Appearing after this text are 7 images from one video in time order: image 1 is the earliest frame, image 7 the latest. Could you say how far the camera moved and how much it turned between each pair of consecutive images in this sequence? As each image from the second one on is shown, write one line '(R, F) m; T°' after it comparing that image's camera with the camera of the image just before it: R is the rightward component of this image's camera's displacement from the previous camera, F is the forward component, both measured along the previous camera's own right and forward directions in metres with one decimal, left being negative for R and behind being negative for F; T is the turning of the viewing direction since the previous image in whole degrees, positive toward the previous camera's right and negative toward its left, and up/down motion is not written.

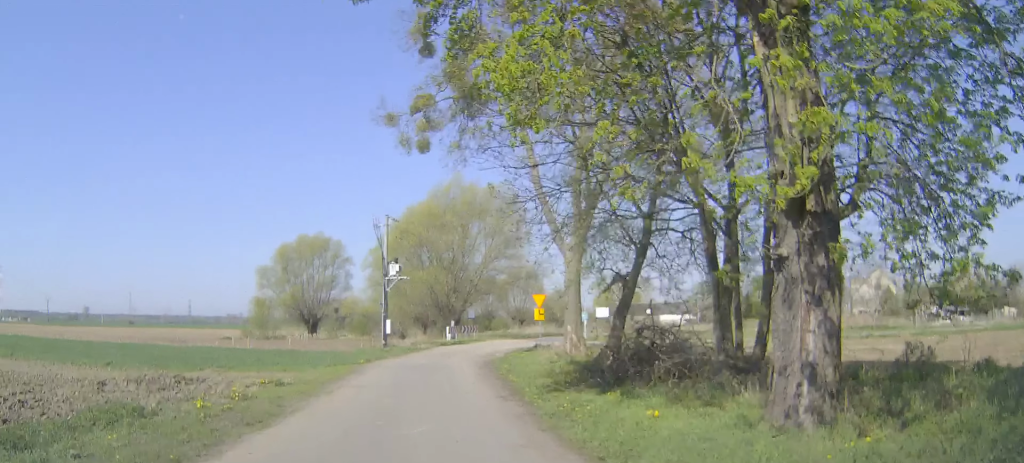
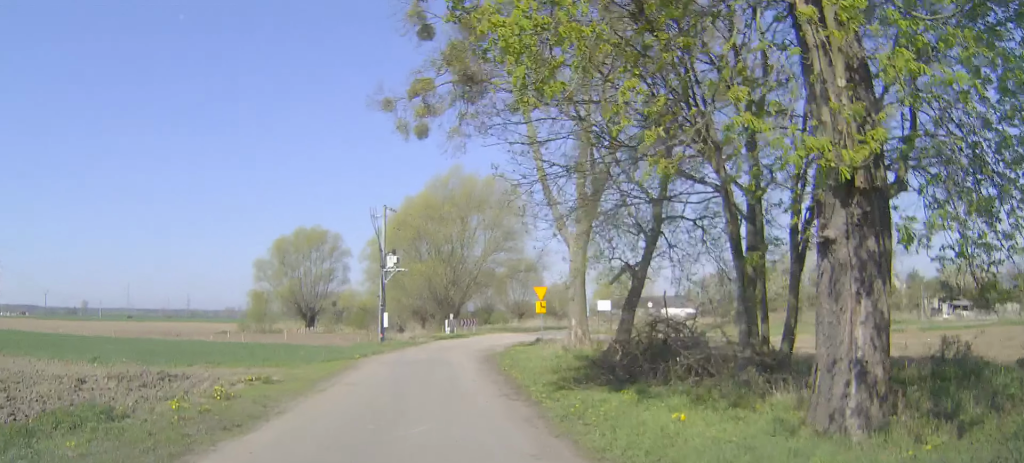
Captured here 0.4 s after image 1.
(0.0, +1.2) m; 0°
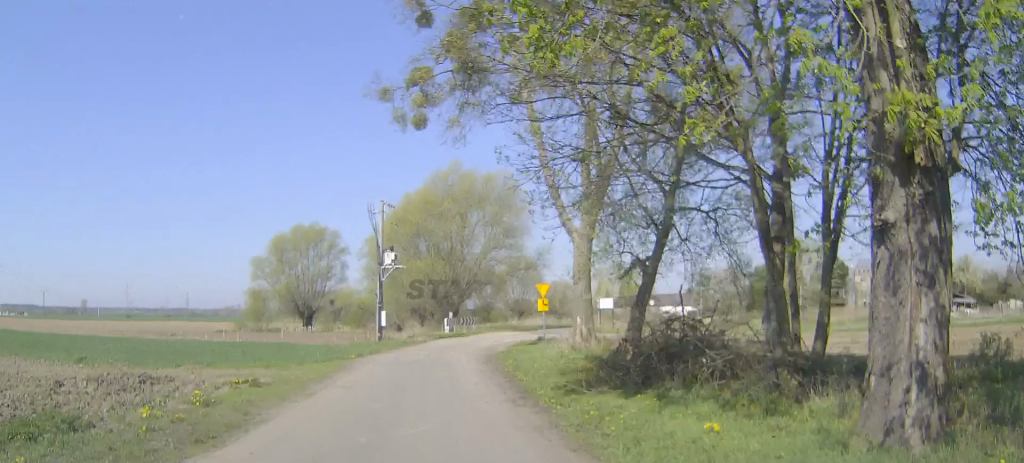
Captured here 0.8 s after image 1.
(0.0, +1.2) m; 0°
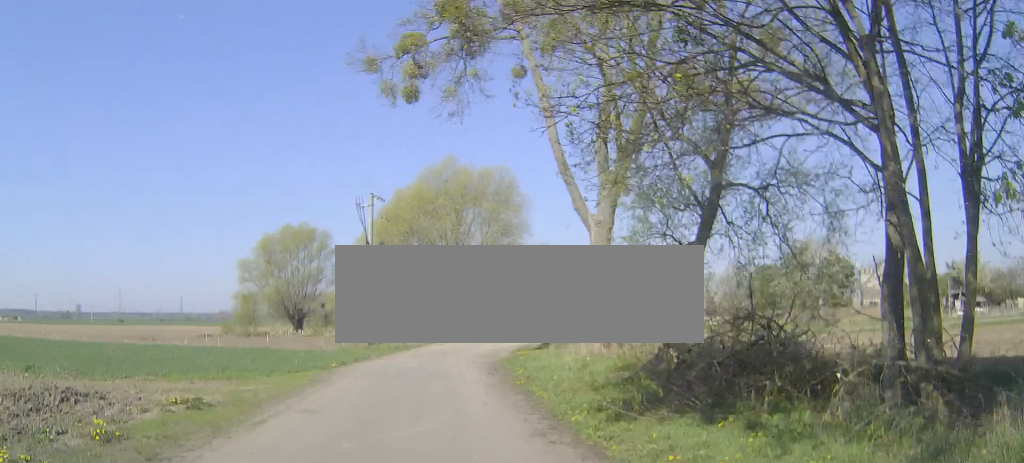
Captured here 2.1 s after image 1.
(+0.1, +3.7) m; +3°
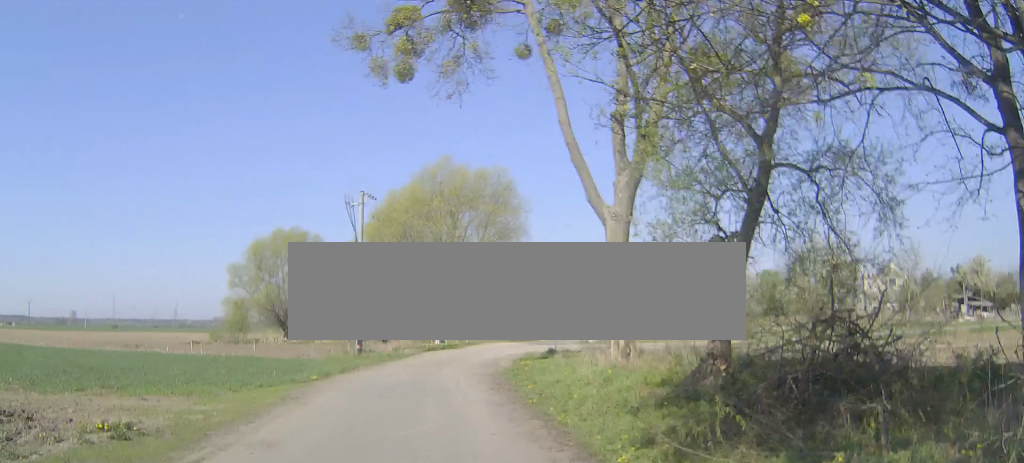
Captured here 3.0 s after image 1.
(+0.1, +2.7) m; +1°
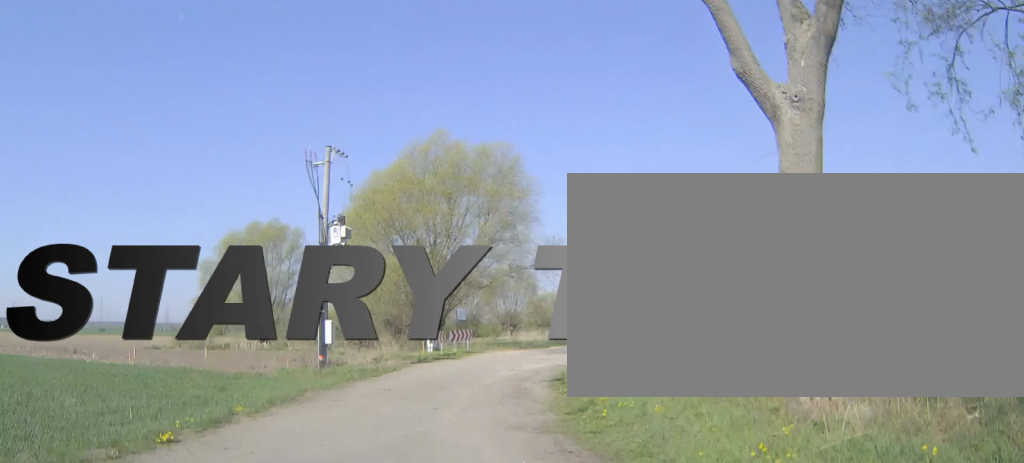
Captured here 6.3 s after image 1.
(-0.3, +10.0) m; -1°
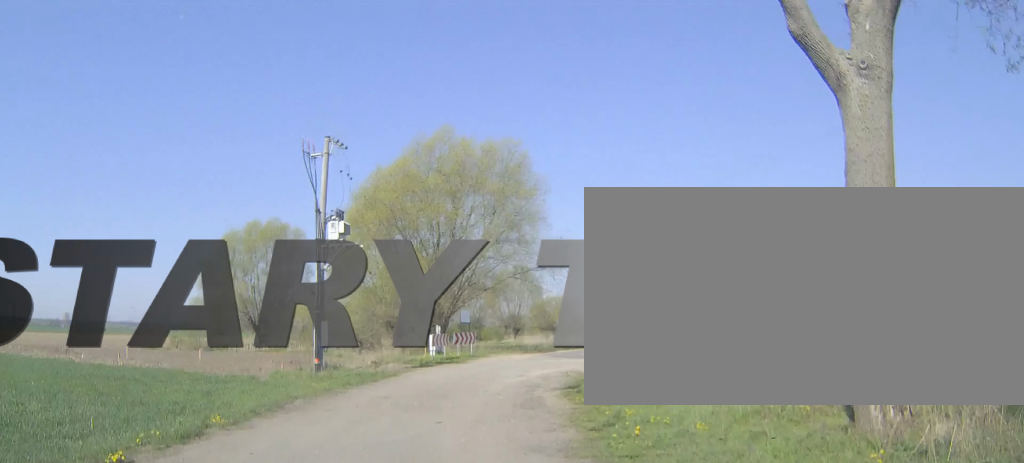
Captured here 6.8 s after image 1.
(0.0, +1.6) m; +1°
